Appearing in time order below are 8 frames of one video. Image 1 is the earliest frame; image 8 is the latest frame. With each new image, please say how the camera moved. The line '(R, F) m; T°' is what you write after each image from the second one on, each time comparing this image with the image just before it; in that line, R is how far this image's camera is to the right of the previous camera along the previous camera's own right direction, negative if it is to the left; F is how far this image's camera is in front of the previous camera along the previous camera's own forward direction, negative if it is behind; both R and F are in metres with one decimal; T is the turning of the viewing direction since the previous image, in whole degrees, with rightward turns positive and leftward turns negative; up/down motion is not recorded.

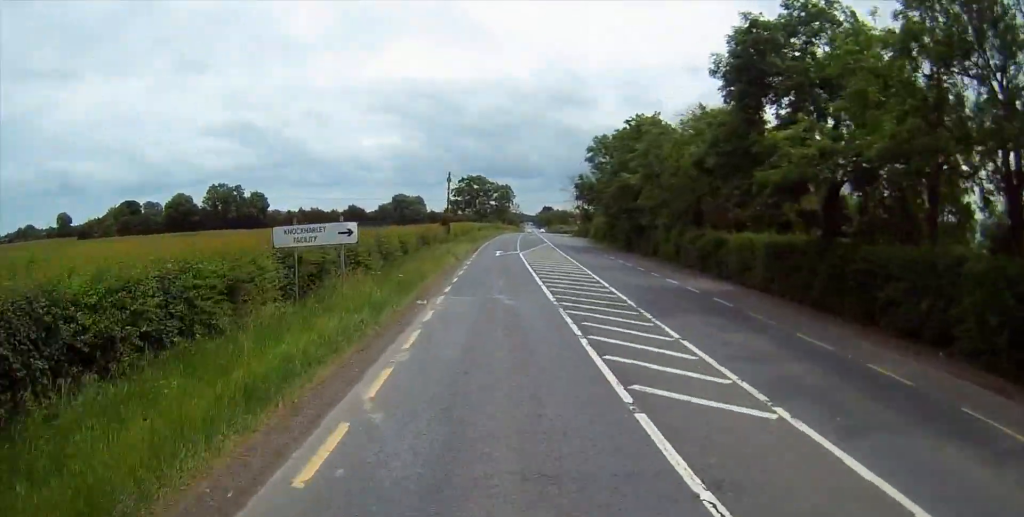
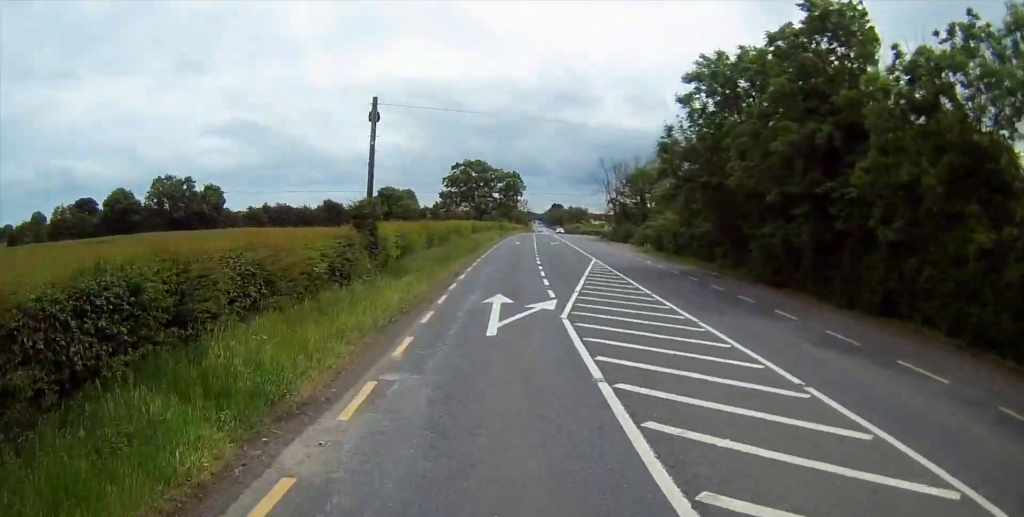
(-0.5, +35.7) m; -1°
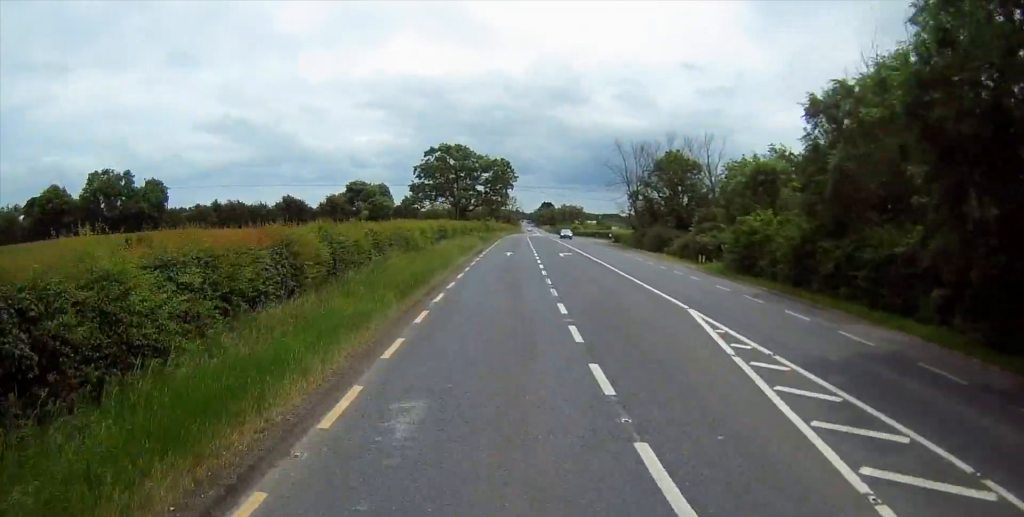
(0.0, +24.6) m; 0°
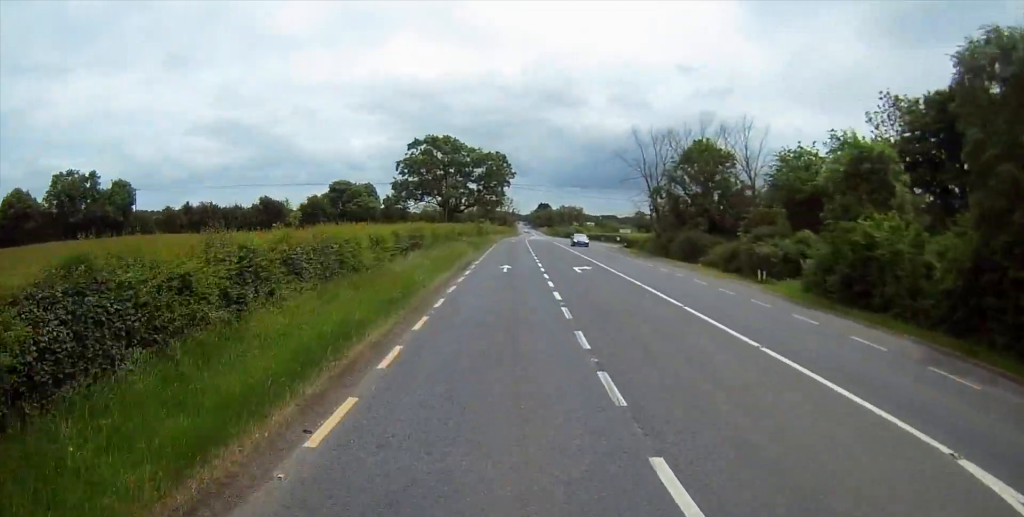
(0.0, +12.6) m; 0°
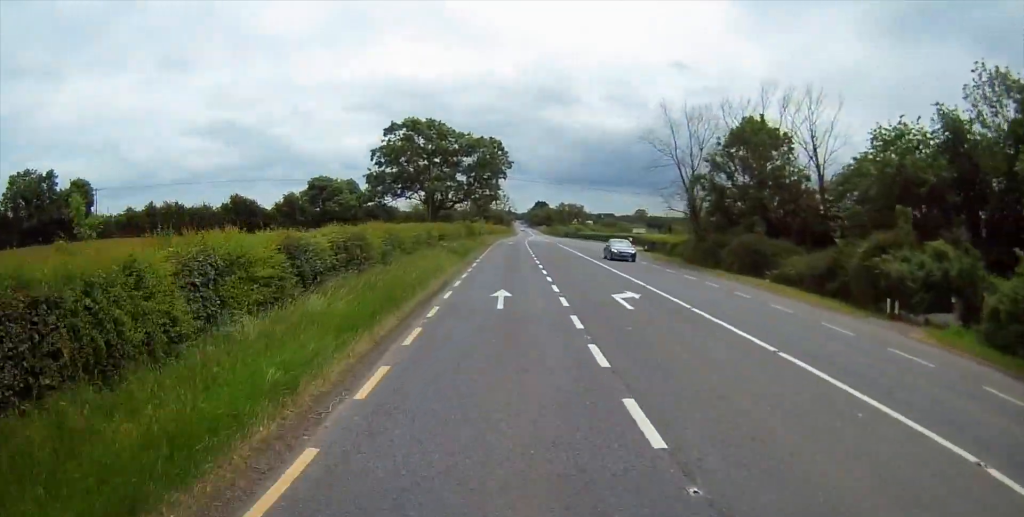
(0.0, +14.0) m; 0°
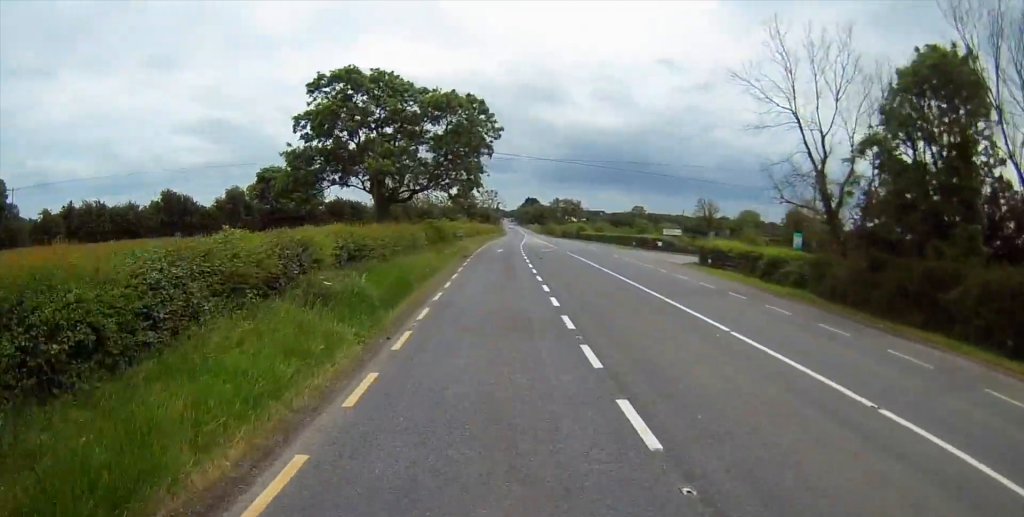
(0.0, +24.3) m; +1°
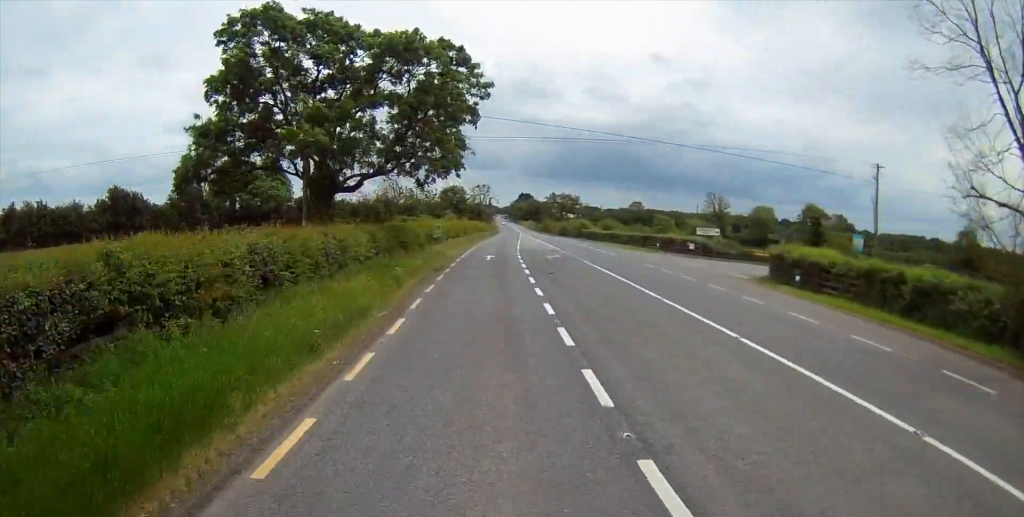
(+0.3, +14.6) m; +1°
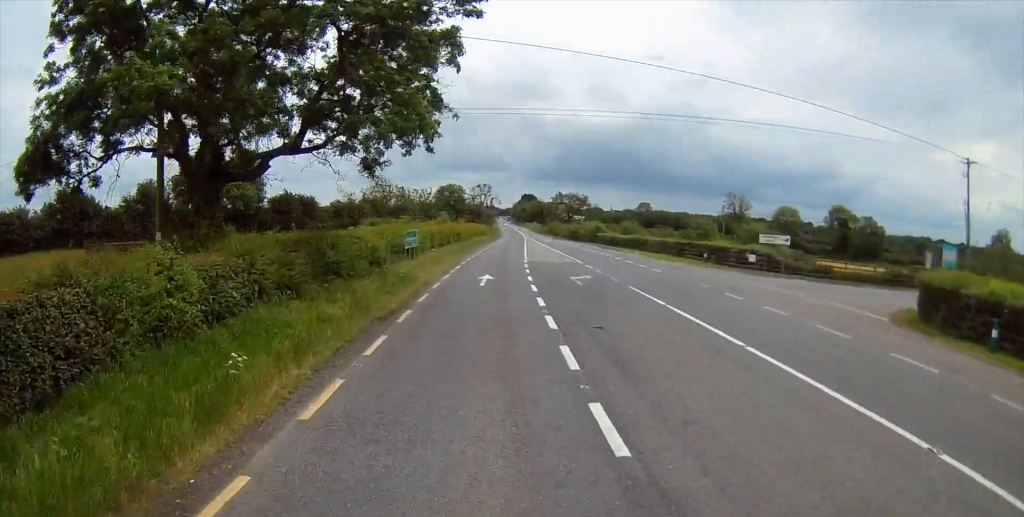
(+0.2, +13.9) m; +1°
